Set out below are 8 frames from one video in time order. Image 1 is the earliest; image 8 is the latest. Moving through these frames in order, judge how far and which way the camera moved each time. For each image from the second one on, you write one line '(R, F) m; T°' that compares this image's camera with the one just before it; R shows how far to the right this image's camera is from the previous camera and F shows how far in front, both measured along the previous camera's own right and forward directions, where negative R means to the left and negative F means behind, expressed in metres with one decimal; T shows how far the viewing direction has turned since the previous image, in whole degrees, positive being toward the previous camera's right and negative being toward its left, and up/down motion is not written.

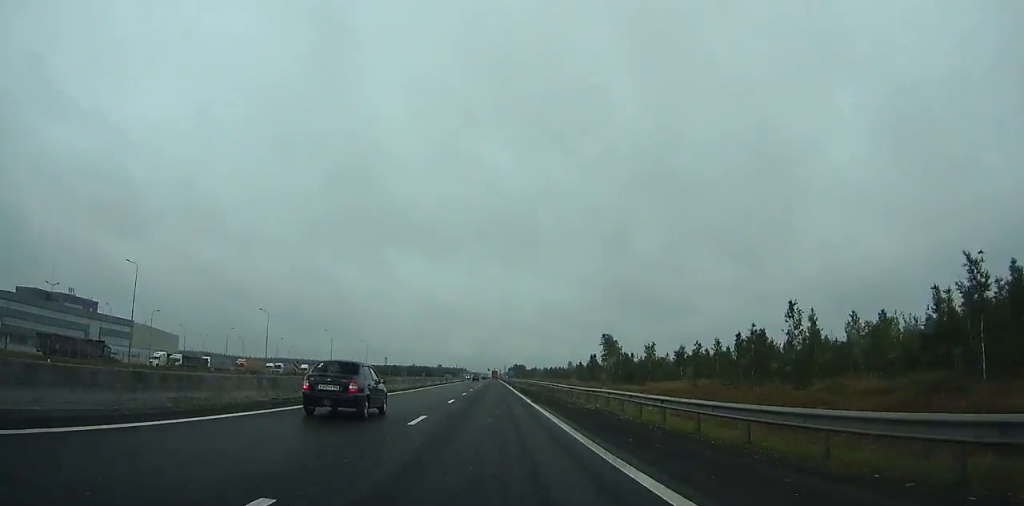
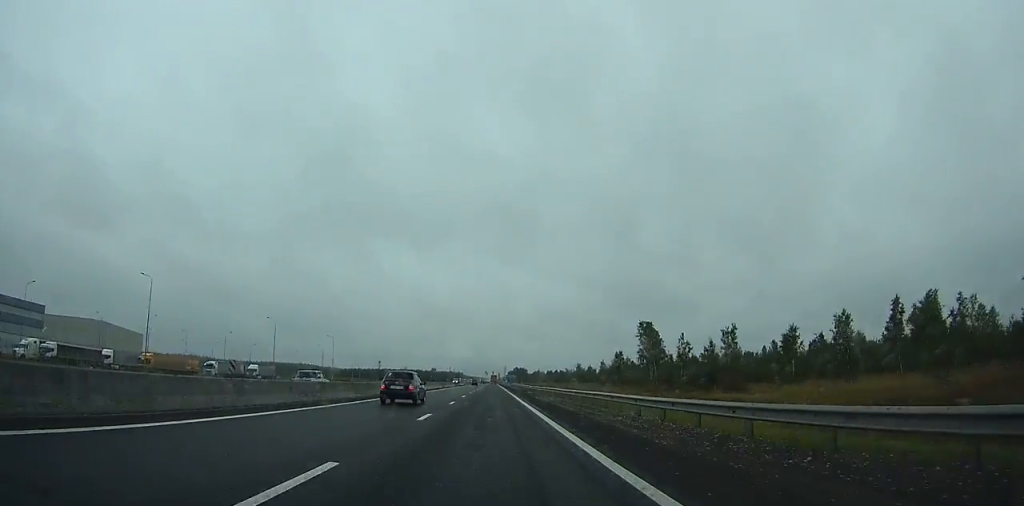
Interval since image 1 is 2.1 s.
(+0.3, +44.9) m; 0°
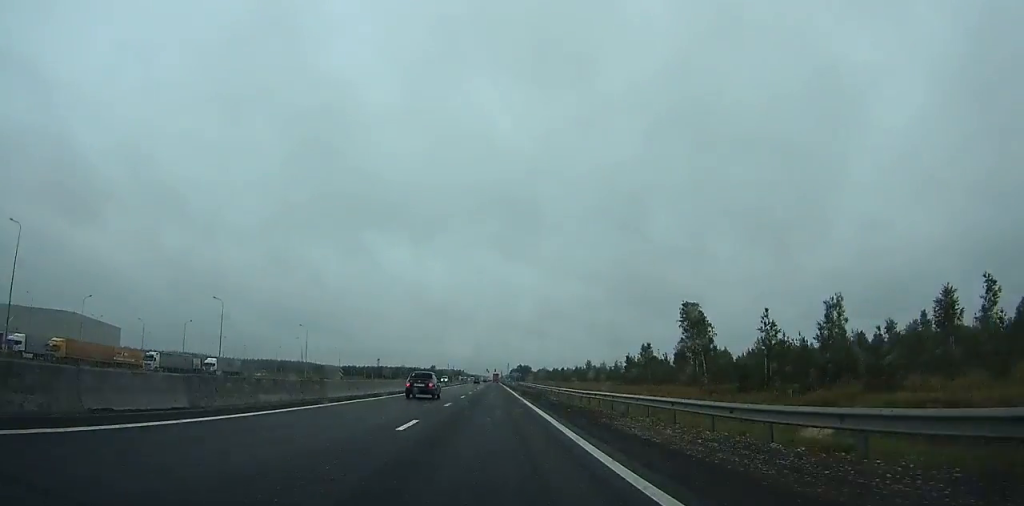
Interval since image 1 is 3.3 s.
(0.0, +27.7) m; 0°
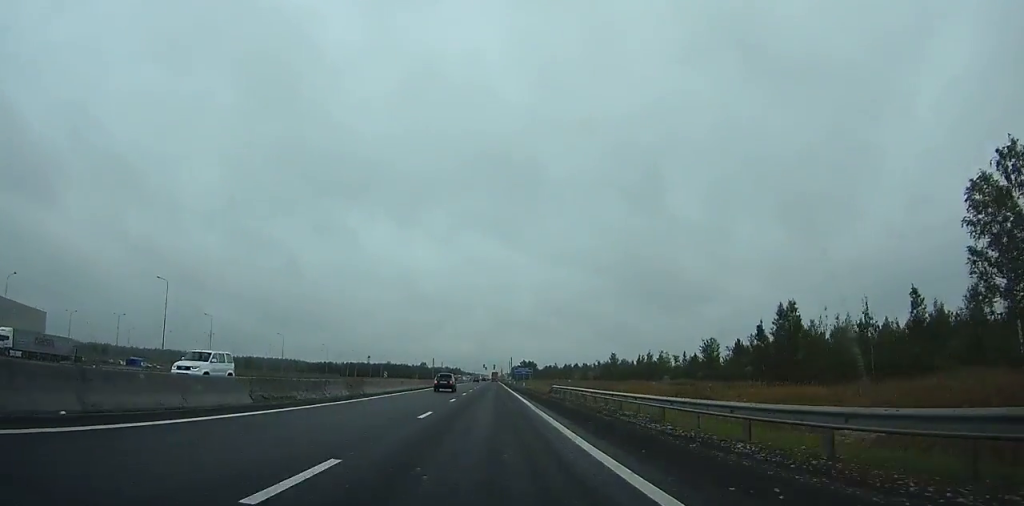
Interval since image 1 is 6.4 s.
(+0.2, +67.6) m; 0°
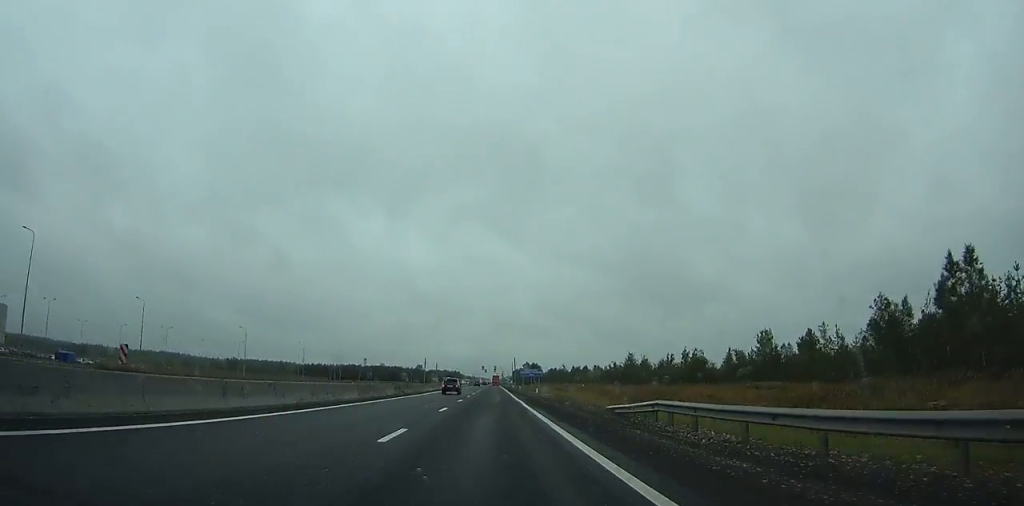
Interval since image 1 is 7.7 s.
(+0.1, +29.6) m; 0°
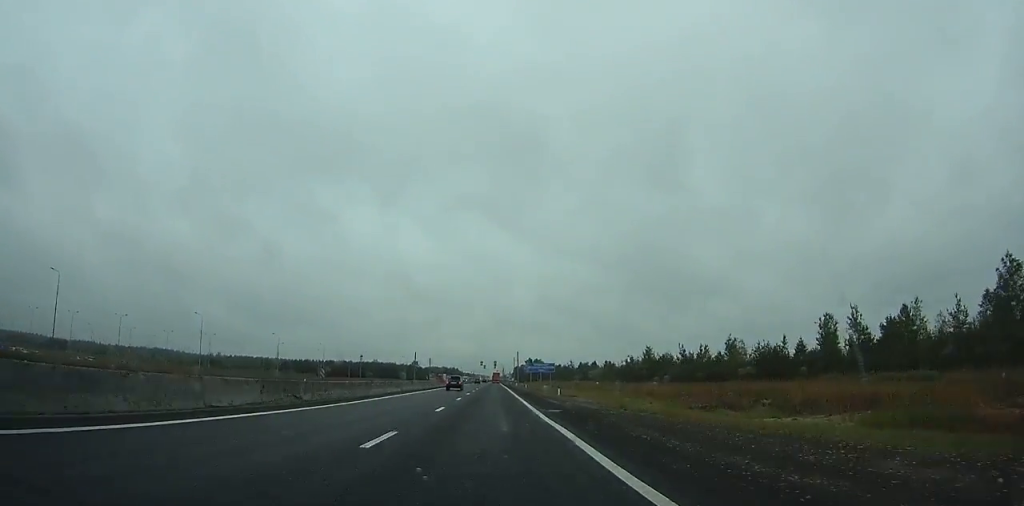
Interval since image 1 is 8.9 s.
(-0.1, +25.2) m; 0°
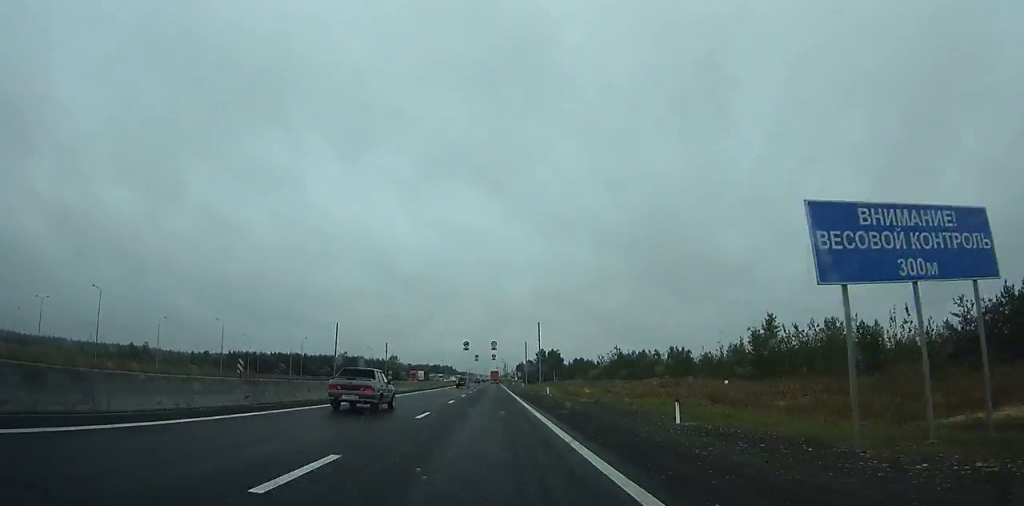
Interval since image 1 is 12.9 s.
(-0.4, +87.9) m; 0°
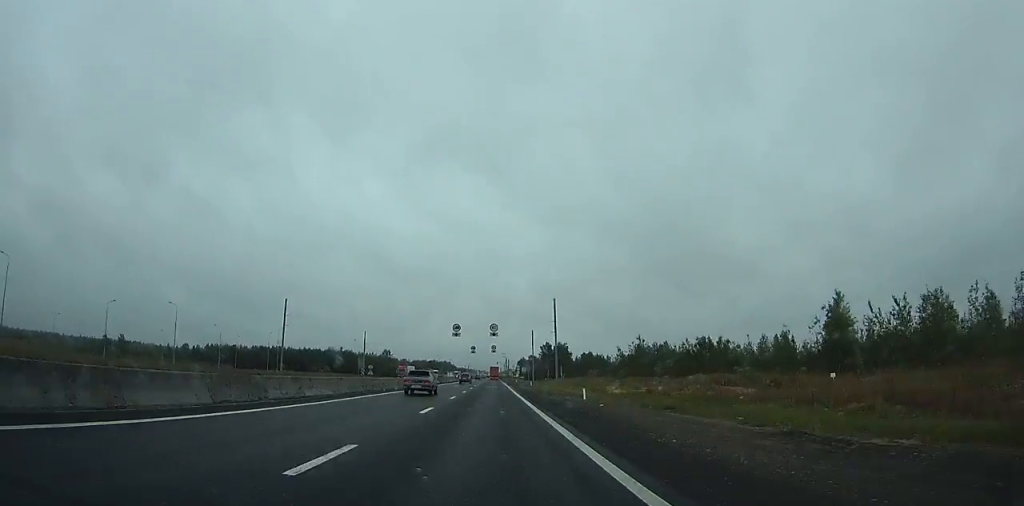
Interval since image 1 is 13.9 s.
(0.0, +22.9) m; 0°
